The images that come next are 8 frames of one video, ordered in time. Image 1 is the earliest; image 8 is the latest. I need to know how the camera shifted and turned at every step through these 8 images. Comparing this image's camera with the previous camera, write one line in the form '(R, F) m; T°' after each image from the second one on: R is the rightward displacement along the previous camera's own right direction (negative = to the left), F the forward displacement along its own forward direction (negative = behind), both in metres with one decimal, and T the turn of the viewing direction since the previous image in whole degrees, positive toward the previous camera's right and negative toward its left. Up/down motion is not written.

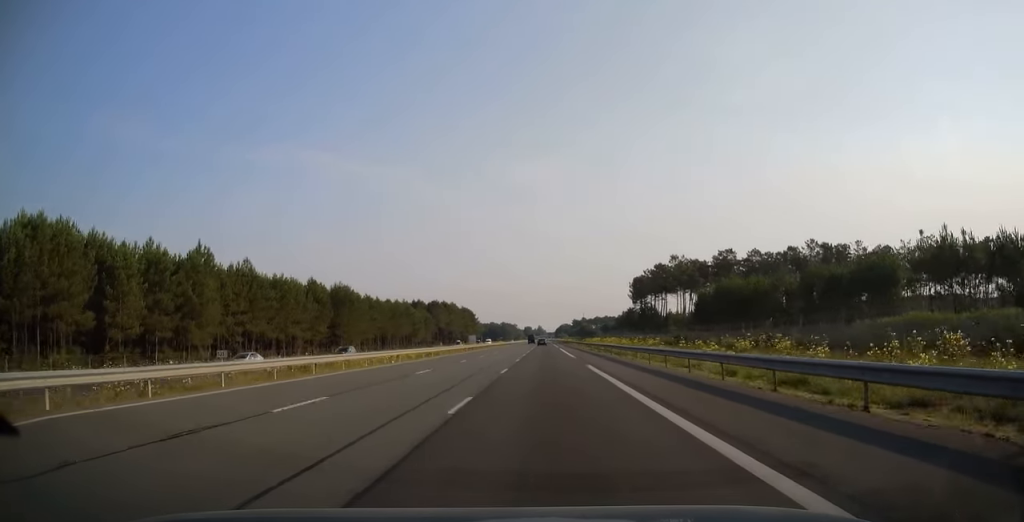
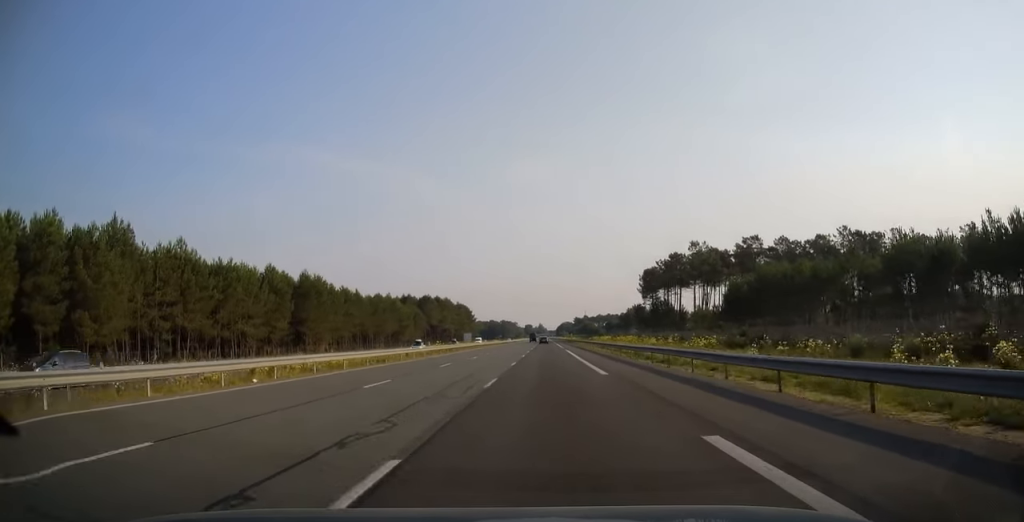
(0.0, +20.1) m; 0°
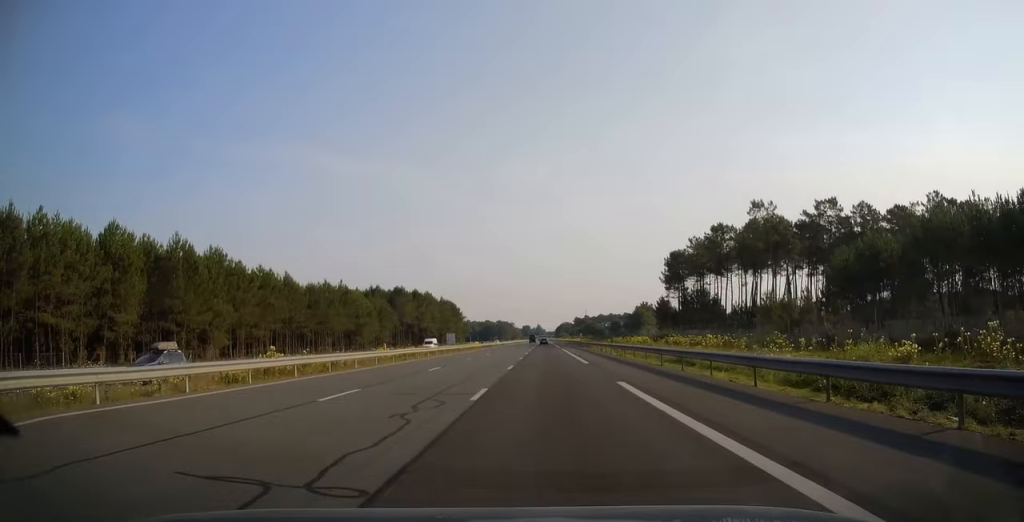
(+0.1, +42.1) m; 0°
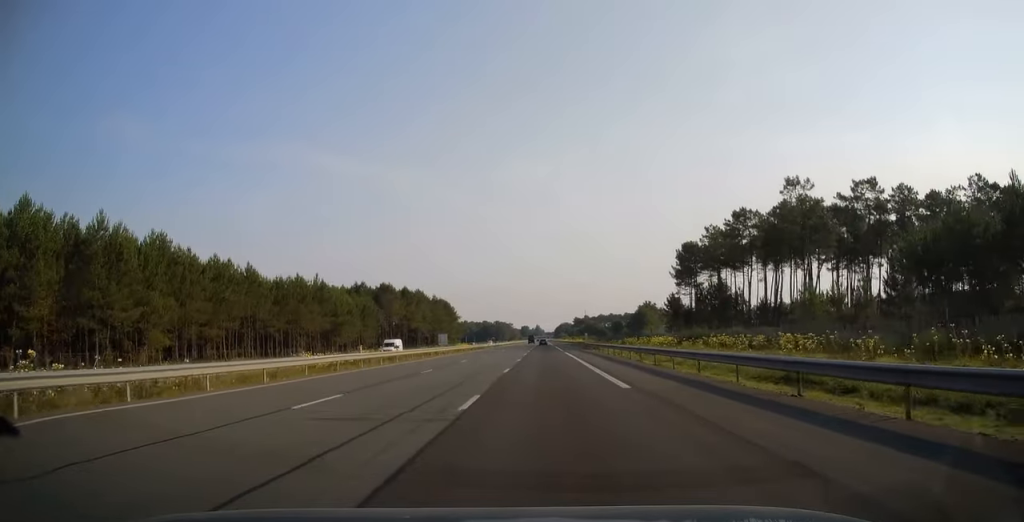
(0.0, +14.7) m; 0°
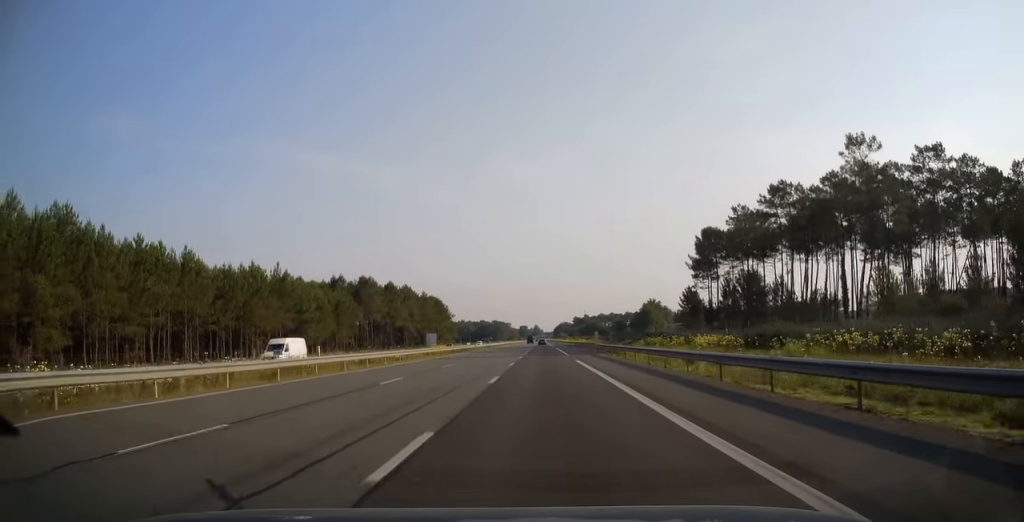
(0.0, +18.6) m; 0°
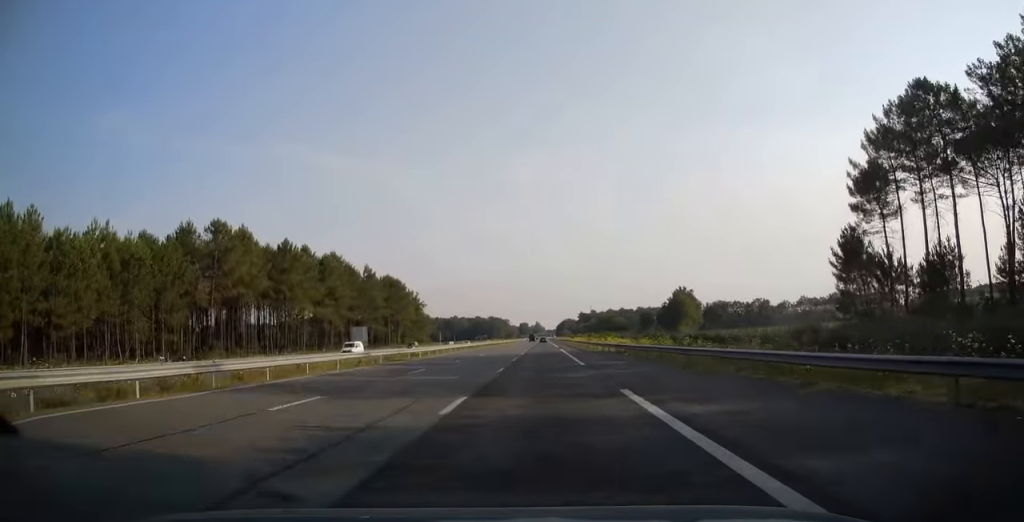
(-0.1, +72.6) m; 0°
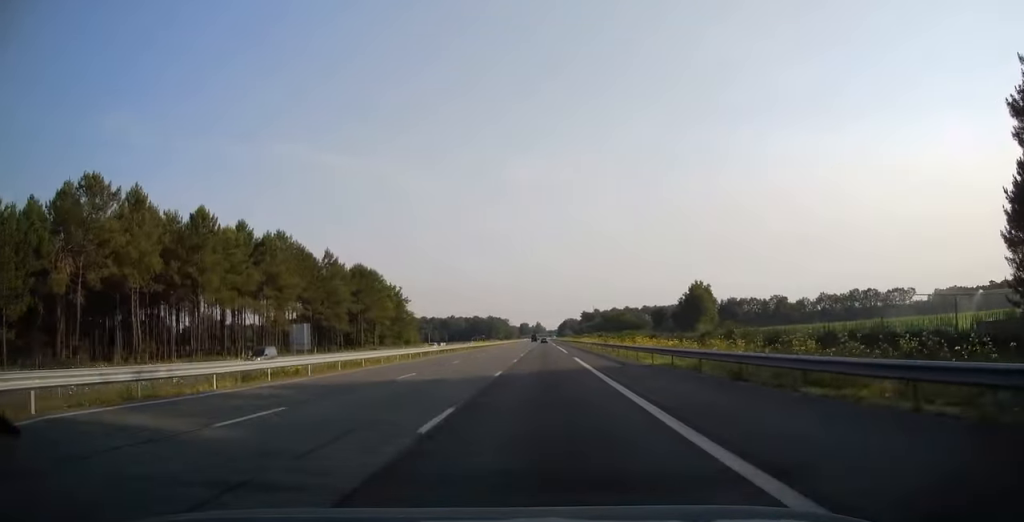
(0.0, +28.0) m; 0°
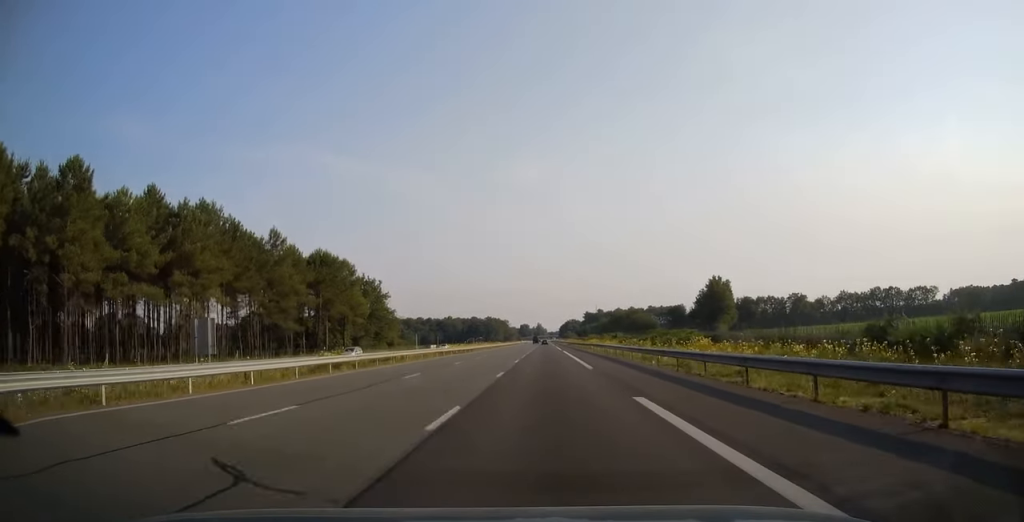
(0.0, +25.6) m; 0°
